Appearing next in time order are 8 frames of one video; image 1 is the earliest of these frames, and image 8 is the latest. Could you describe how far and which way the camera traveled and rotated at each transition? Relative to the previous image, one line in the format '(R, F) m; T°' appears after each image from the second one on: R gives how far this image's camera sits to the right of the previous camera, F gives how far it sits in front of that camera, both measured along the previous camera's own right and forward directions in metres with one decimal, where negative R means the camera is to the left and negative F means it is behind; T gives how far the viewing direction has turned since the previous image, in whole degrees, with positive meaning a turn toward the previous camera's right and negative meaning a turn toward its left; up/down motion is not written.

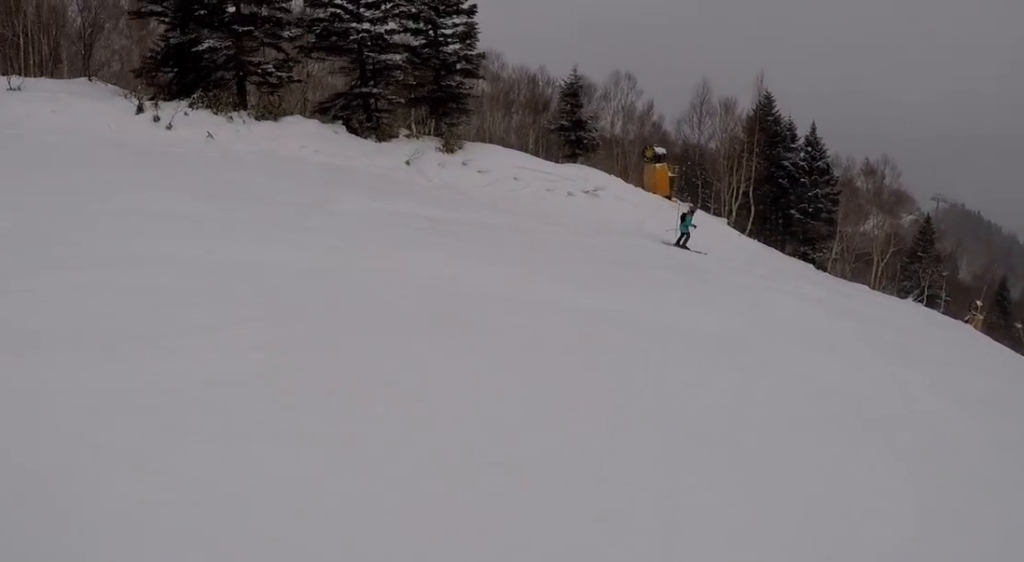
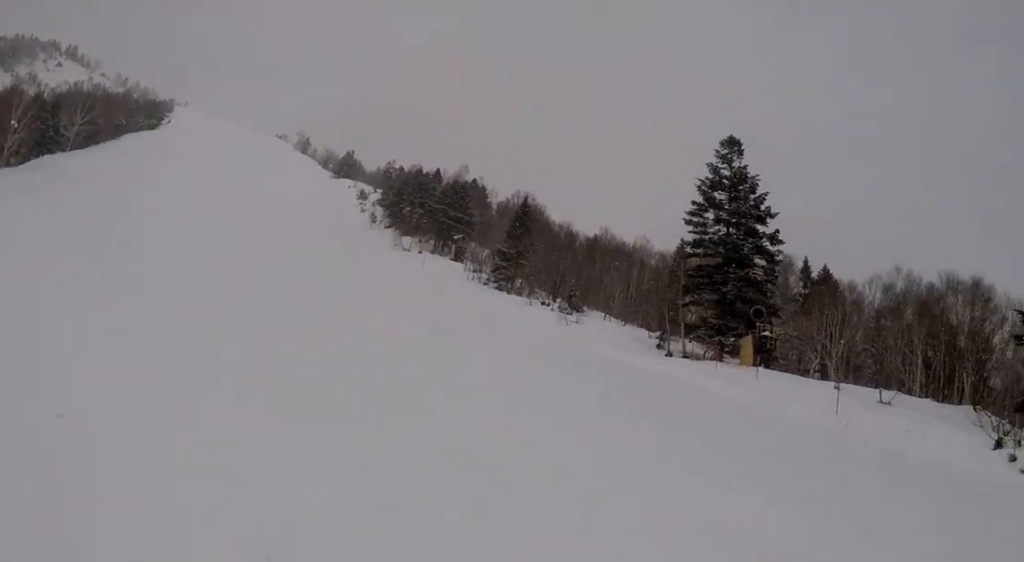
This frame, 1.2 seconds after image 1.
(-0.3, +4.1) m; -1°
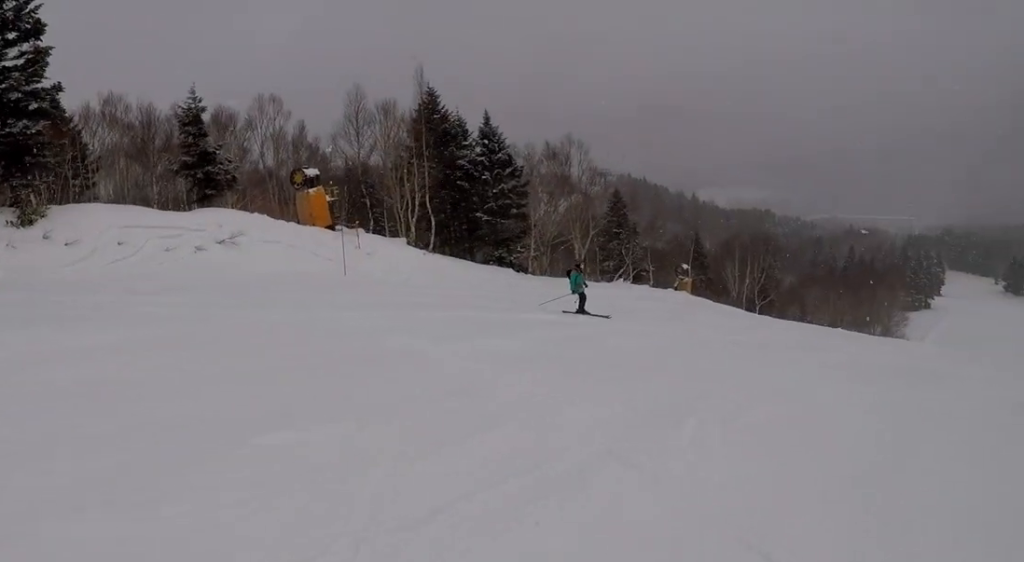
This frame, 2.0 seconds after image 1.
(+0.2, +3.2) m; +7°
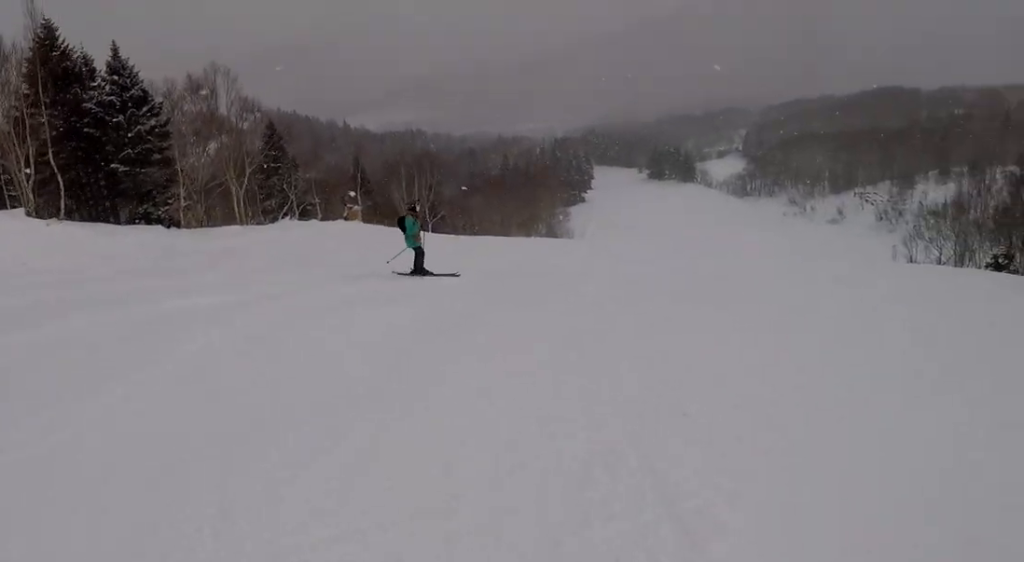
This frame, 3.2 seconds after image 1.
(+0.5, +4.6) m; +17°
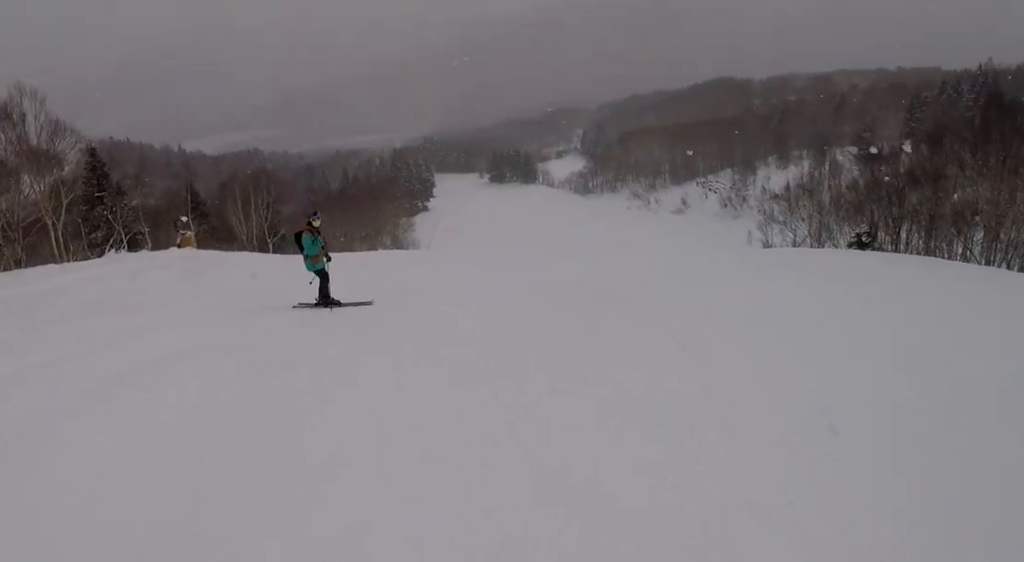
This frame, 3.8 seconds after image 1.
(+0.3, +2.1) m; +9°
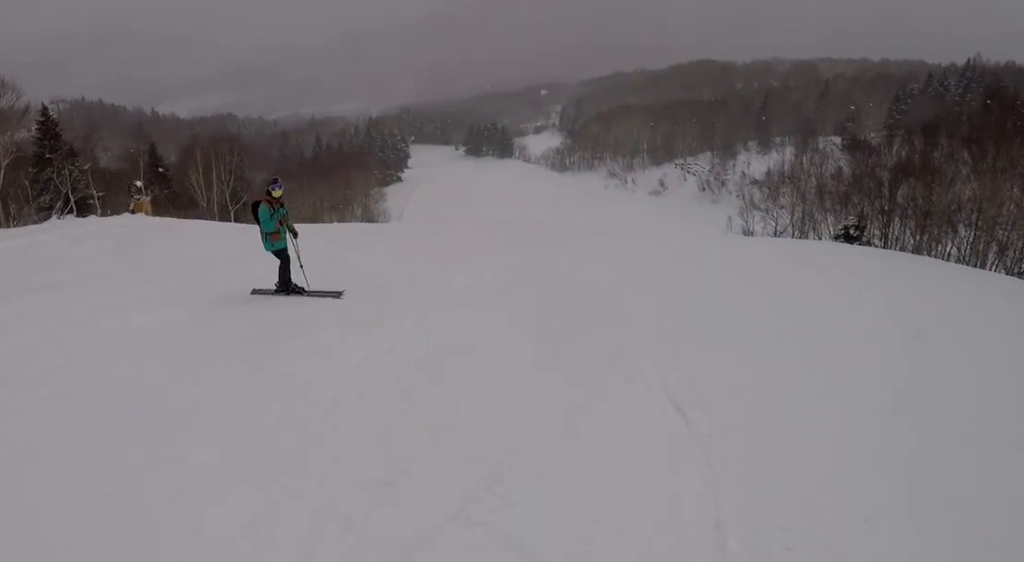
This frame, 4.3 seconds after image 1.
(+0.1, +1.8) m; +7°
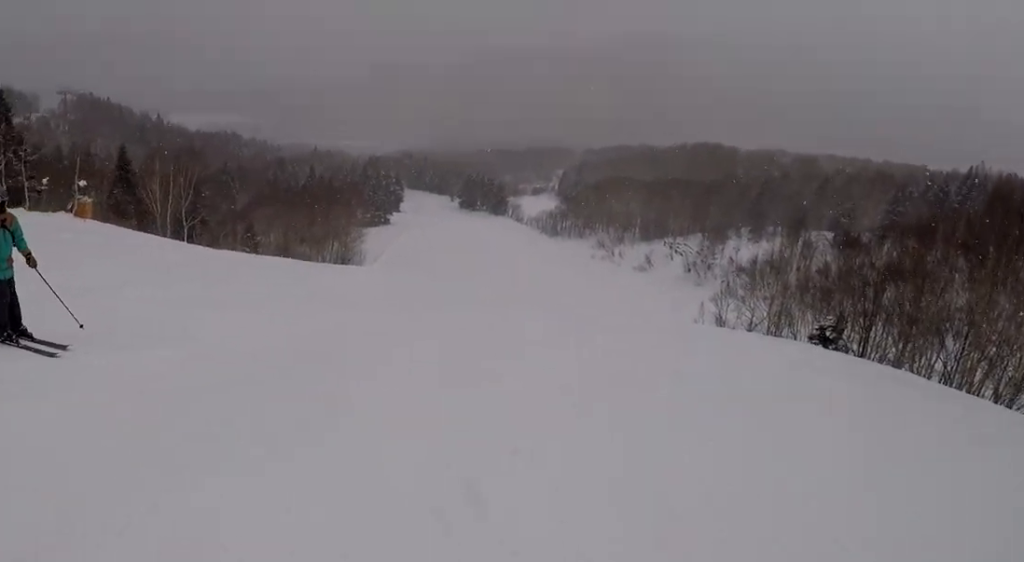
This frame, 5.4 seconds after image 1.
(+0.4, +4.3) m; +7°
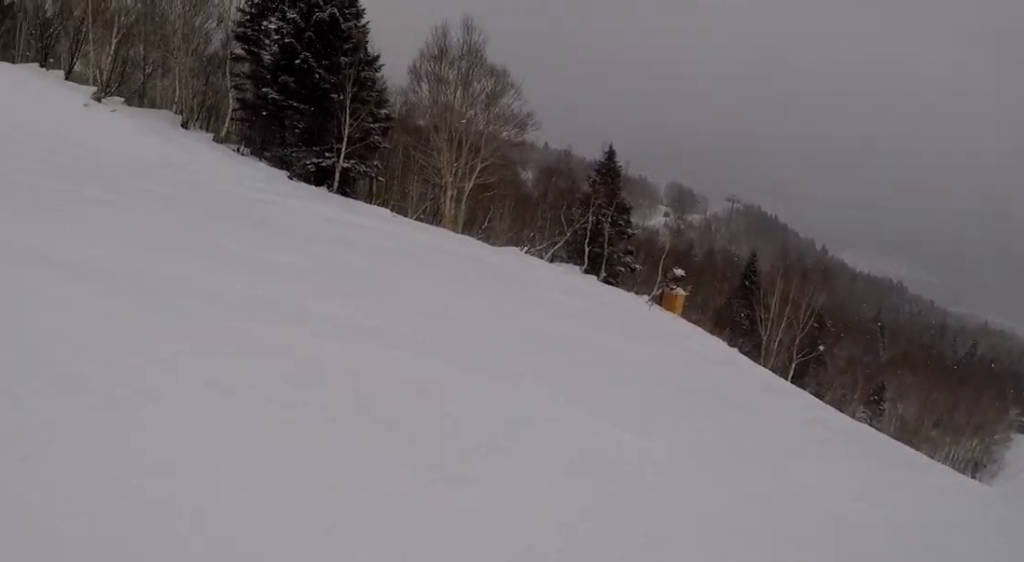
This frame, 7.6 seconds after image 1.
(-0.4, +6.9) m; -20°
